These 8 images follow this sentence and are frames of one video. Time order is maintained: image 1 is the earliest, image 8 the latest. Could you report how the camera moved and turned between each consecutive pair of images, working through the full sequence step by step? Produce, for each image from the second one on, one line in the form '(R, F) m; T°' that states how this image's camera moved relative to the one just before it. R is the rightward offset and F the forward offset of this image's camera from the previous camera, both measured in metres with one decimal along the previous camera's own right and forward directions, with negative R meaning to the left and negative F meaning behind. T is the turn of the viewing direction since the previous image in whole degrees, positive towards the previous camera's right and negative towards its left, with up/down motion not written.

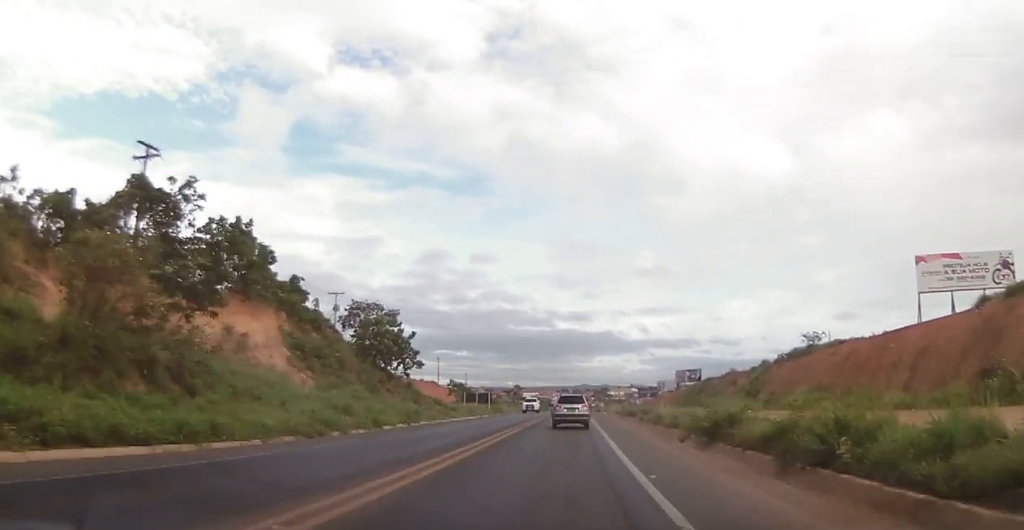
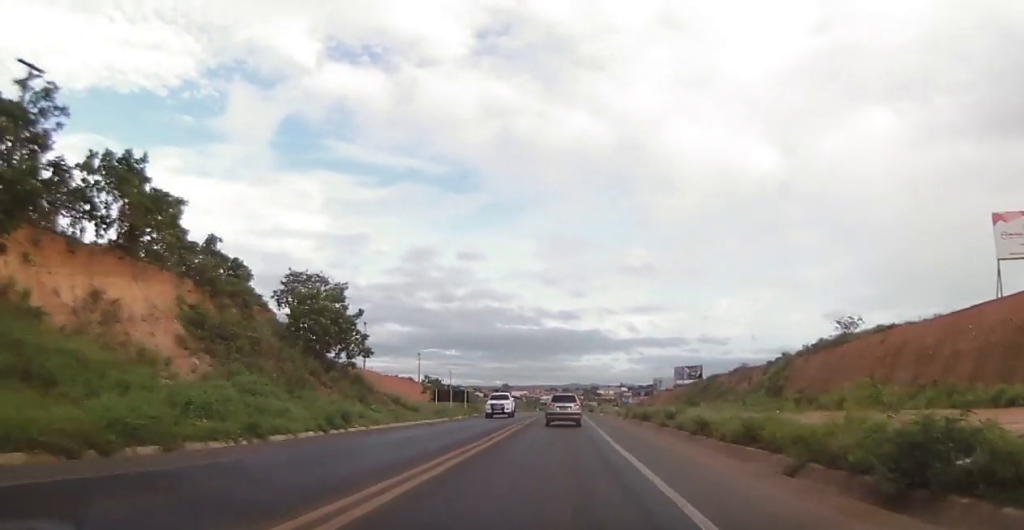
(+0.7, +12.5) m; +5°
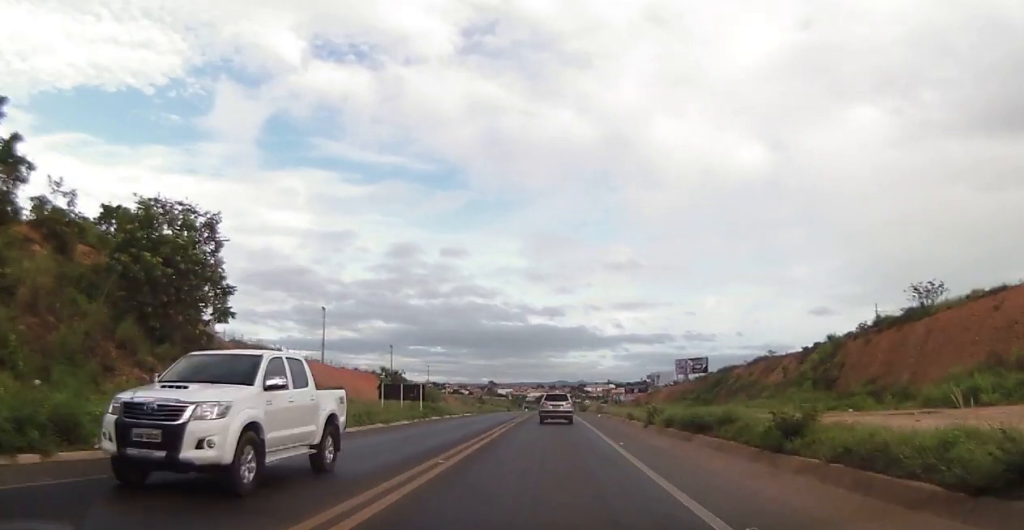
(0.0, +18.1) m; -2°
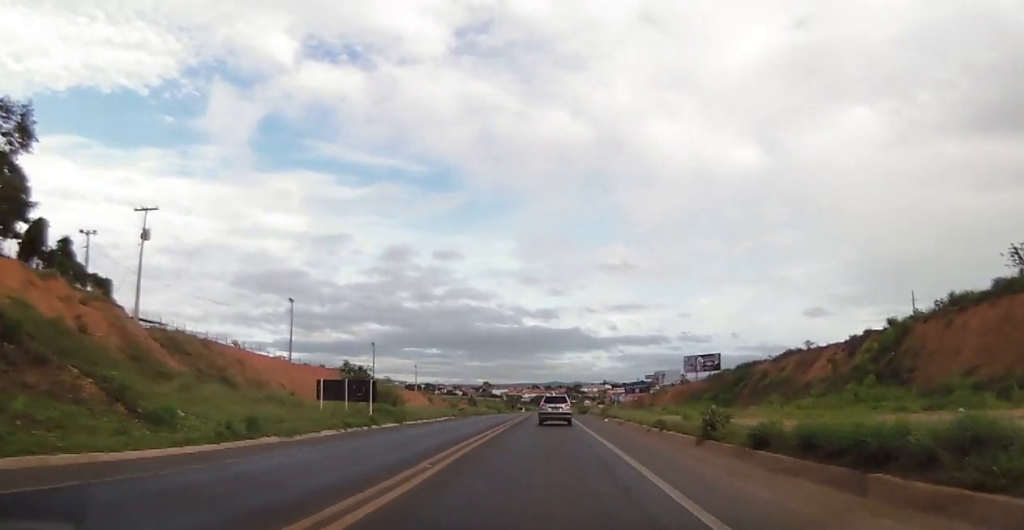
(-0.3, +13.4) m; 0°
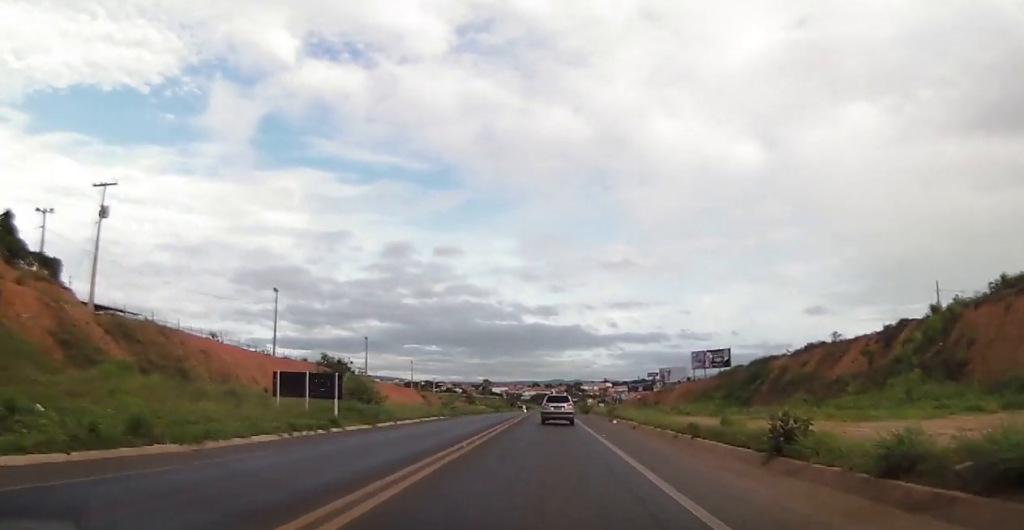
(0.0, +6.6) m; 0°
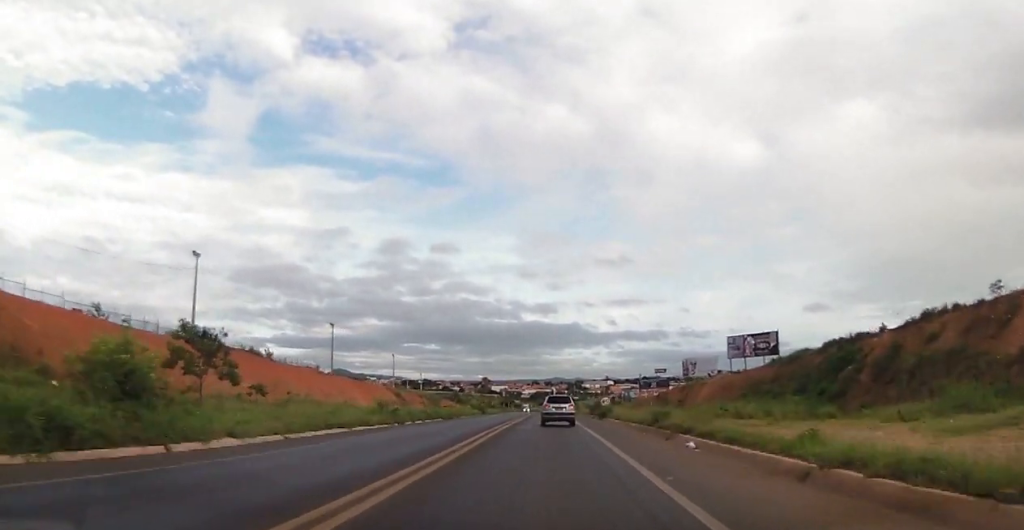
(+0.1, +24.4) m; 0°
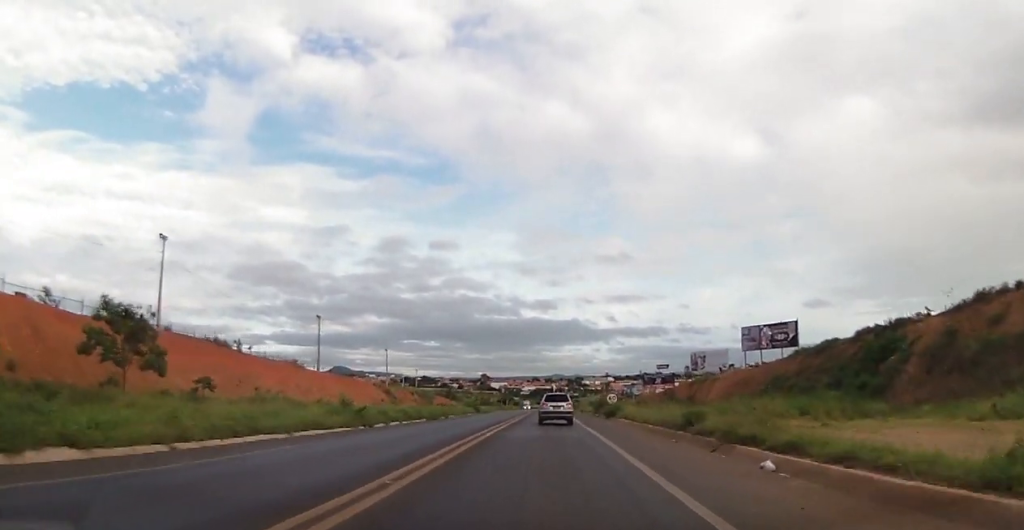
(-0.2, +7.5) m; 0°
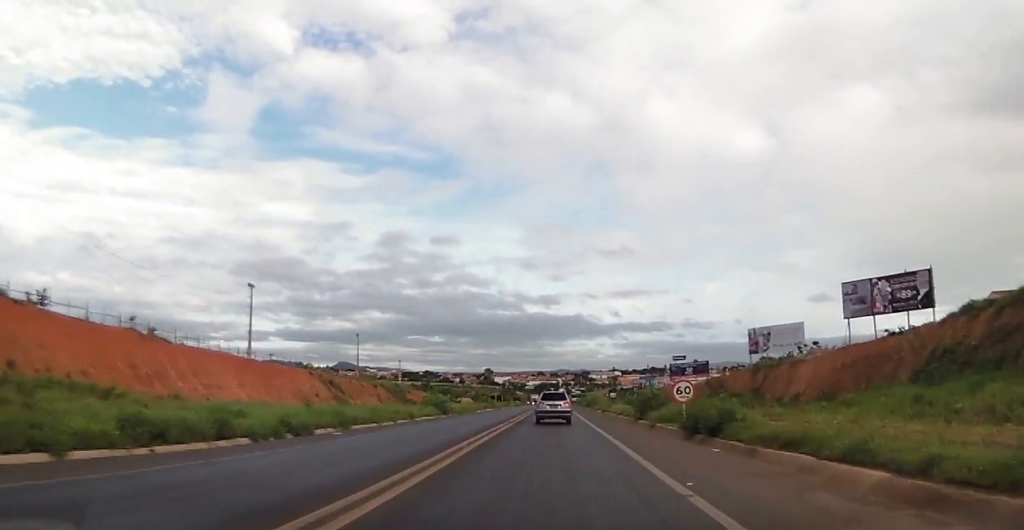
(+0.1, +30.2) m; -1°
